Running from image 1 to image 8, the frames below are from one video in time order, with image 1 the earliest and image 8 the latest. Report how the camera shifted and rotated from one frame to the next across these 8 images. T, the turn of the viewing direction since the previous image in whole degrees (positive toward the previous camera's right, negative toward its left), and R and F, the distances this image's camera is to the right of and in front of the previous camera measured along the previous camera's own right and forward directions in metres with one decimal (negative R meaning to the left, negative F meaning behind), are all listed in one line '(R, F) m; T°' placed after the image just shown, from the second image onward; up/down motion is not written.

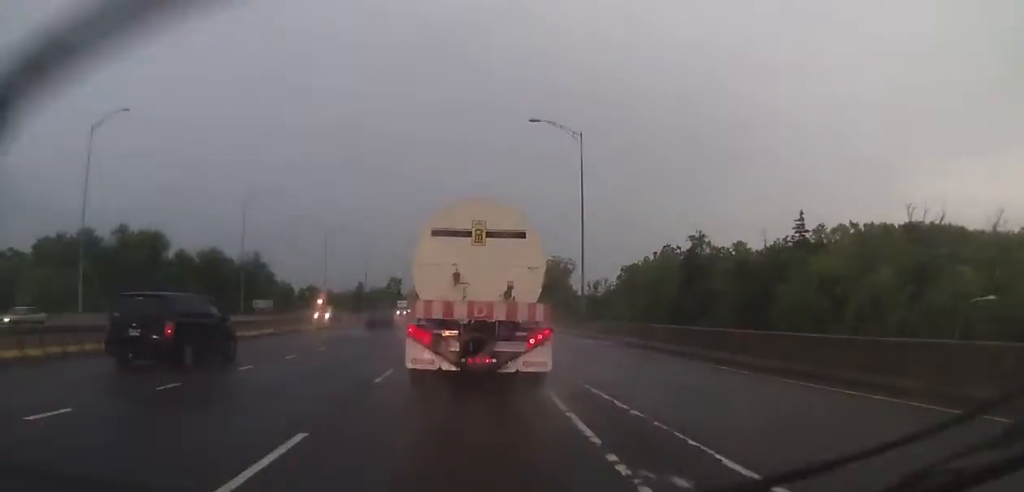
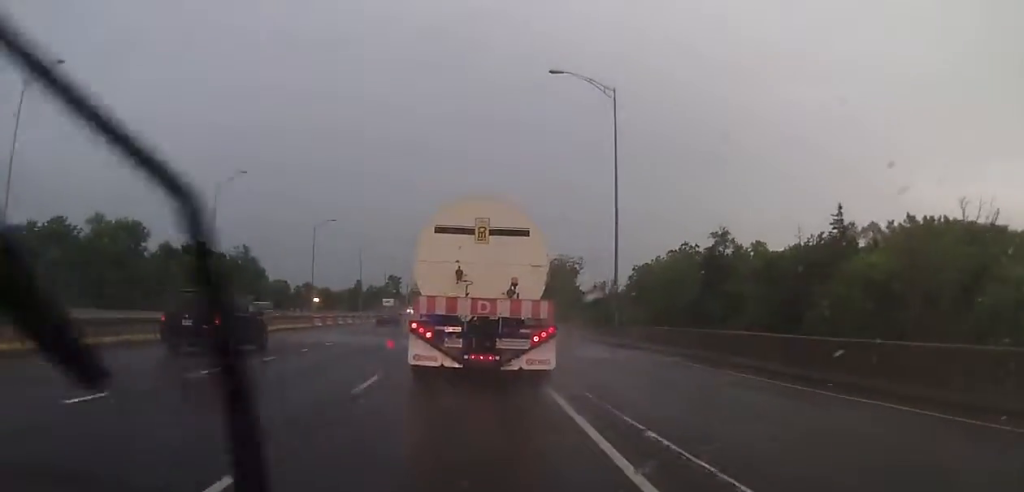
(-0.1, +11.3) m; -1°
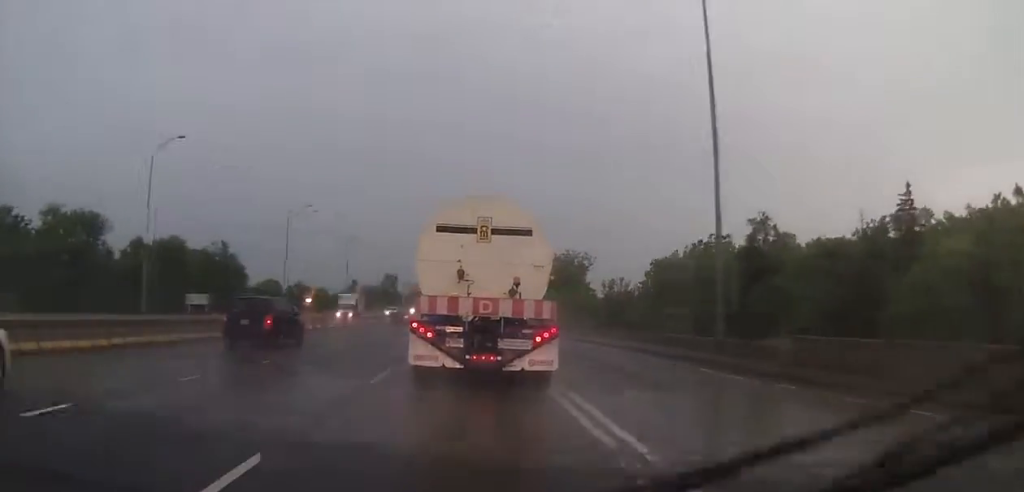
(0.0, +16.9) m; -1°
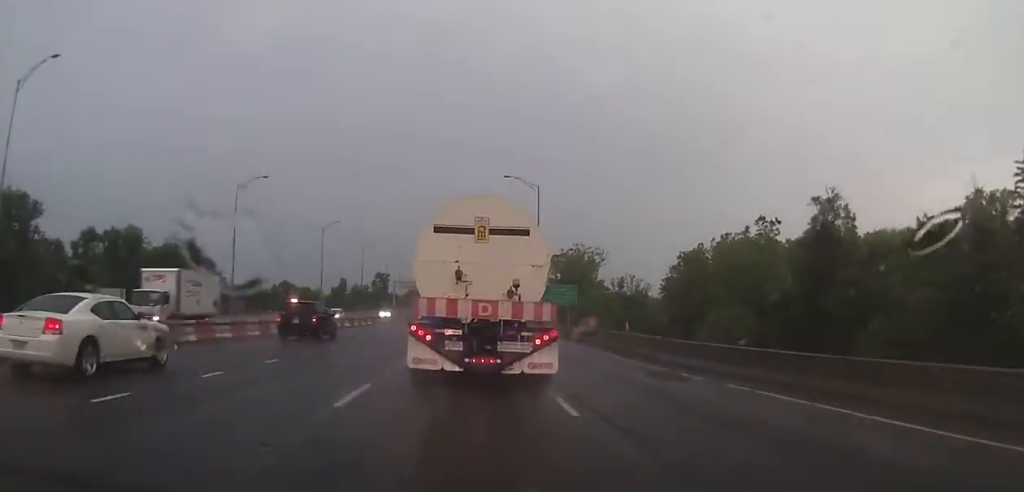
(-0.2, +21.7) m; 0°
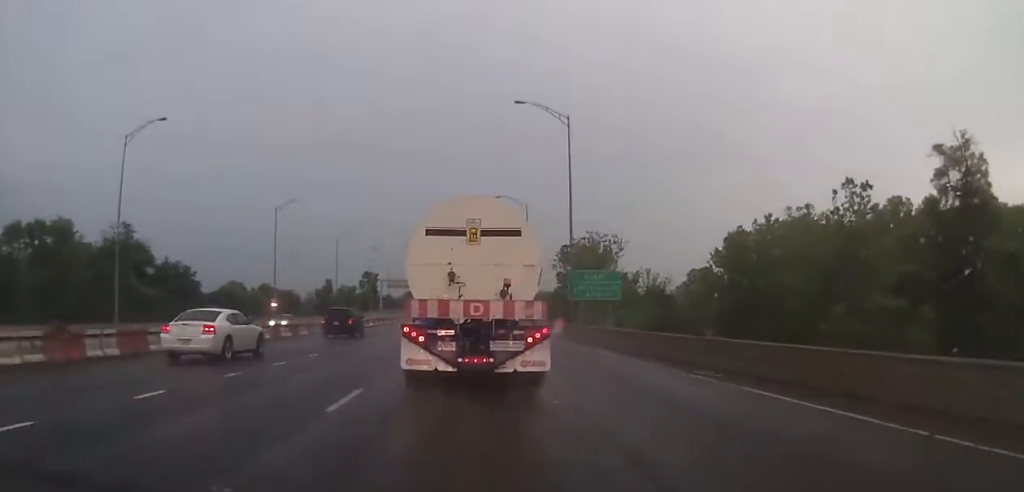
(+0.3, +26.7) m; +1°
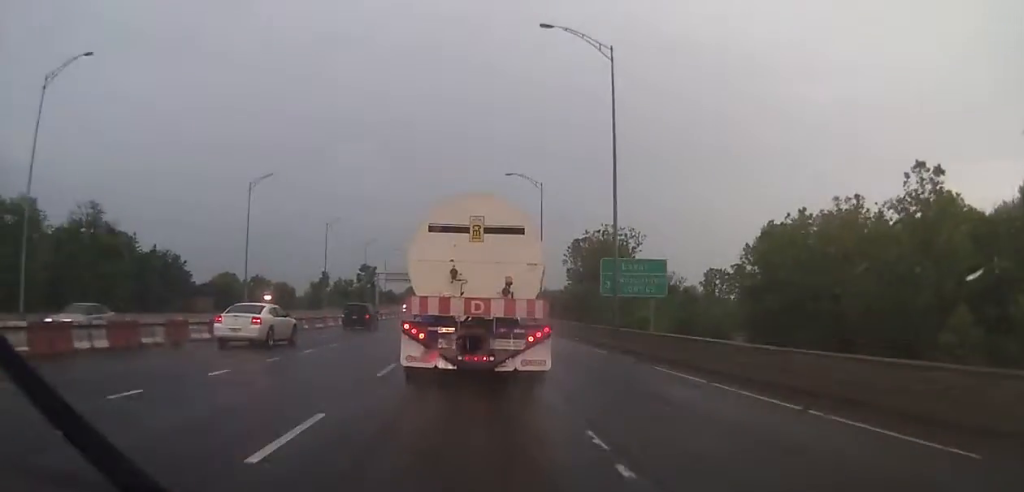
(0.0, +13.0) m; 0°
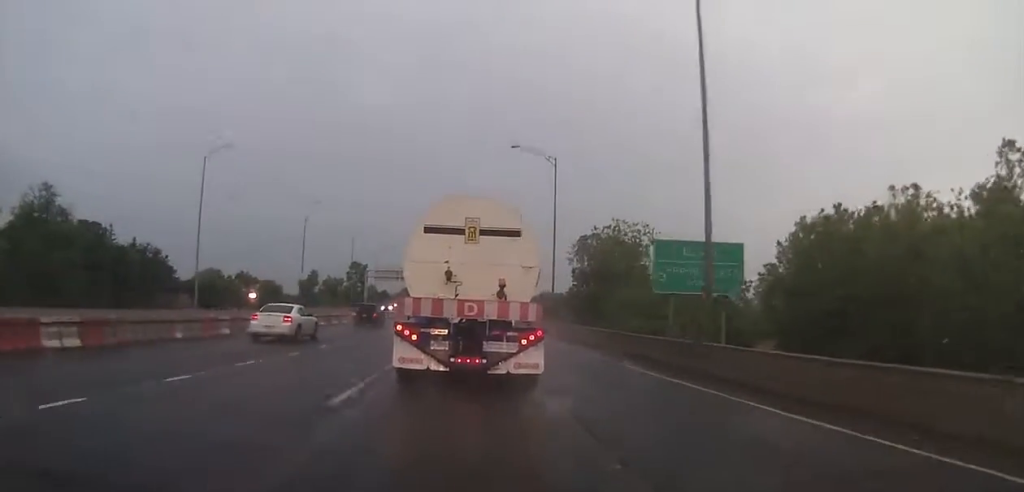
(0.0, +13.6) m; 0°
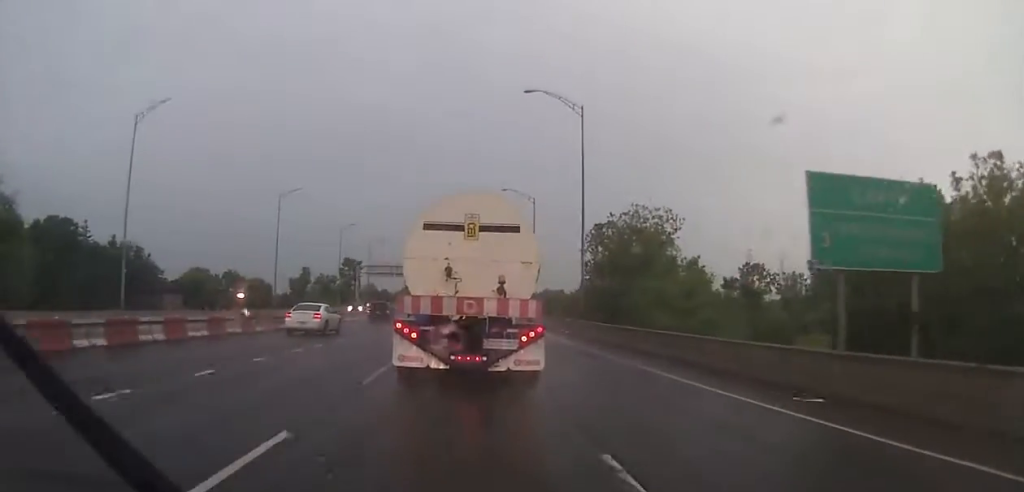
(0.0, +14.9) m; 0°
